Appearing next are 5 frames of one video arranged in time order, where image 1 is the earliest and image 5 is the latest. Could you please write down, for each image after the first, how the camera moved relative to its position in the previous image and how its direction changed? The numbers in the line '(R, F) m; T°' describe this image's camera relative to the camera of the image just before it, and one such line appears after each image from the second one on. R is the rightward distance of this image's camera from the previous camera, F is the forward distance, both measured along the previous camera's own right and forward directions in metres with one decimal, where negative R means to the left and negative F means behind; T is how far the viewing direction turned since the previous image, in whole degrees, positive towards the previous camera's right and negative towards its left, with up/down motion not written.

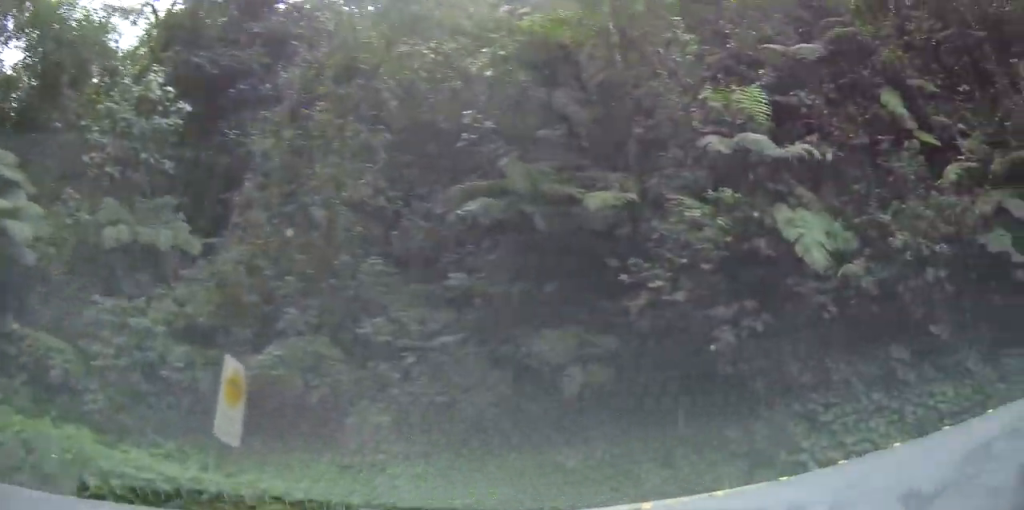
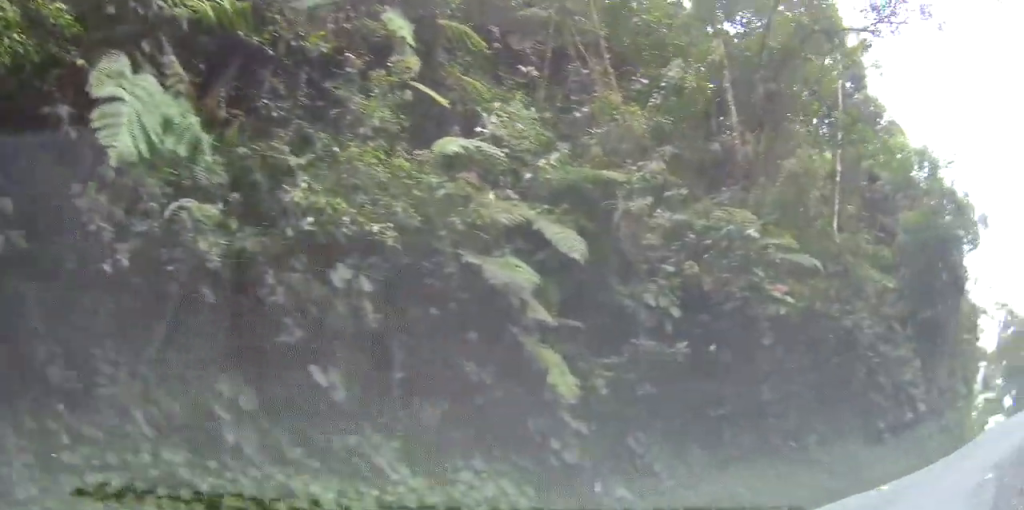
(+1.0, +6.4) m; +14°
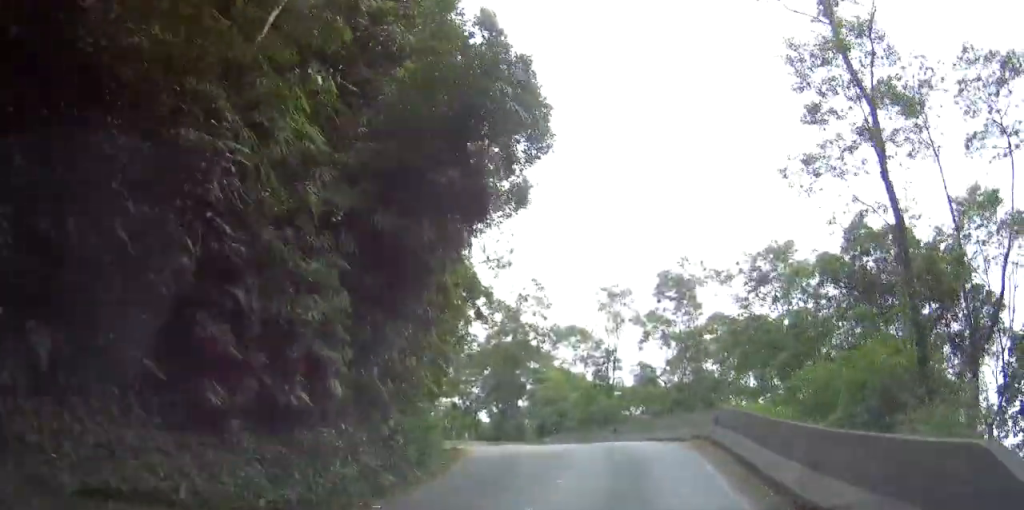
(+2.8, +9.1) m; +38°
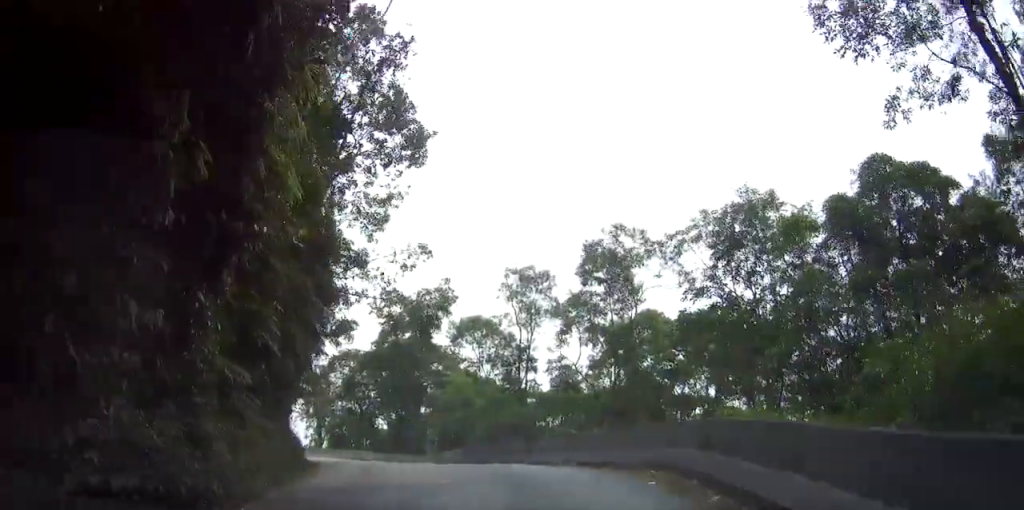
(+1.2, +7.9) m; +9°
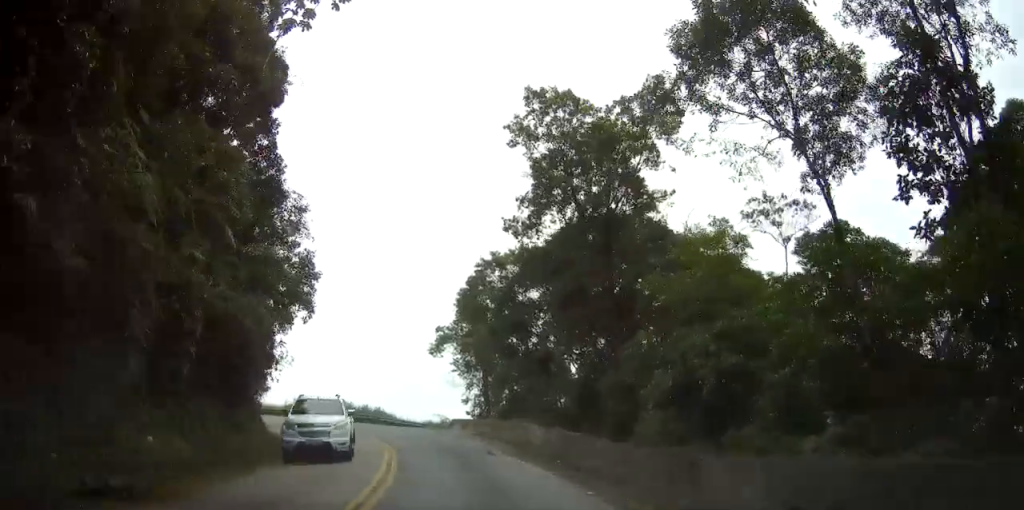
(-6.1, +28.2) m; -29°
